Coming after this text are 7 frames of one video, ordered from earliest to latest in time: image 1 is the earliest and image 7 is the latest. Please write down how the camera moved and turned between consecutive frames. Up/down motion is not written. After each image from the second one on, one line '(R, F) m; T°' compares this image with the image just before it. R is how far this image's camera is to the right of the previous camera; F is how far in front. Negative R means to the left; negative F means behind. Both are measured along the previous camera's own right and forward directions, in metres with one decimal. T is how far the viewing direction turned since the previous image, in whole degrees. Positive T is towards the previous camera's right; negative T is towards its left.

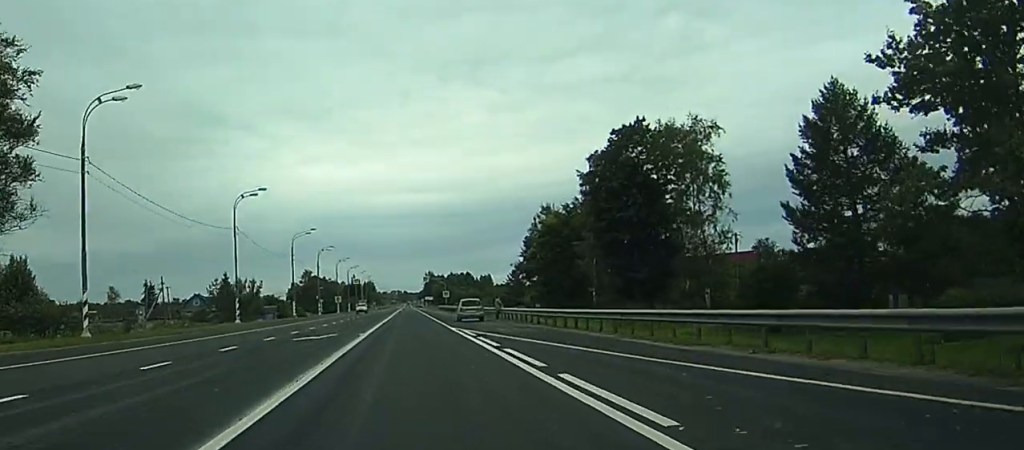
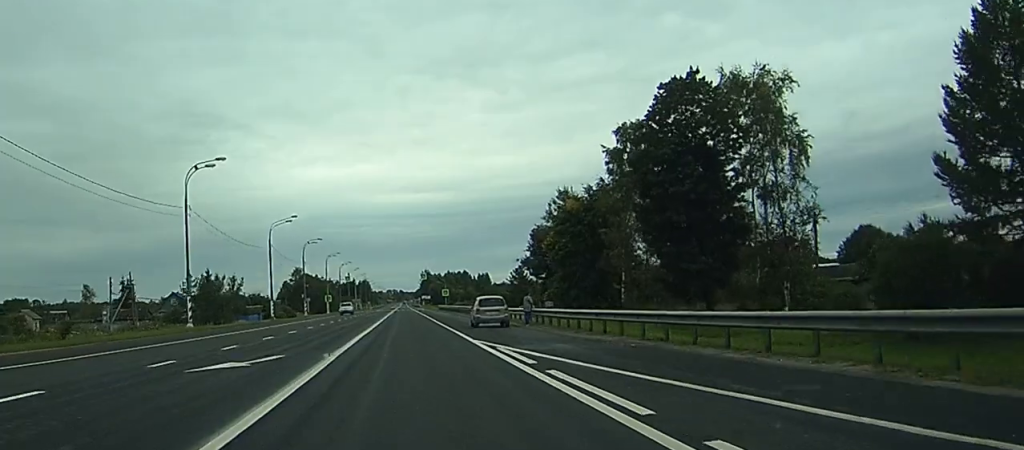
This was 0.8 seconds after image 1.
(-0.1, +15.2) m; 0°
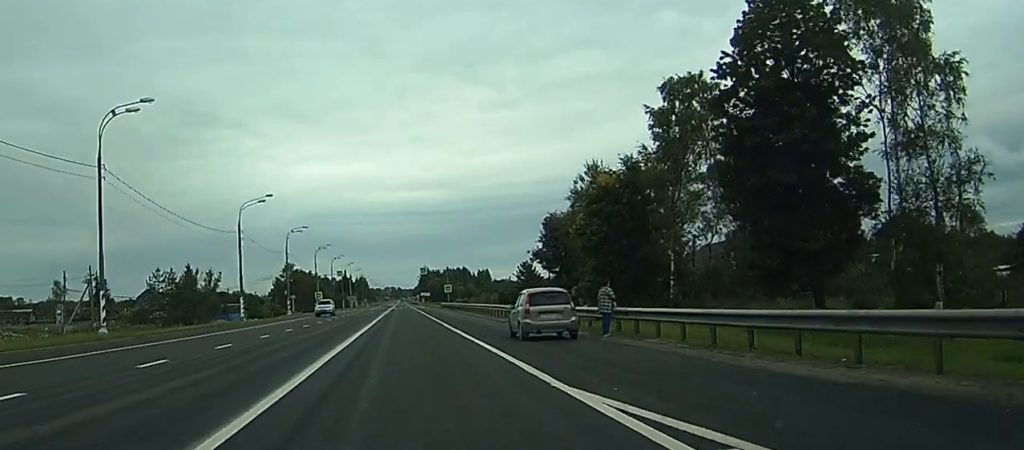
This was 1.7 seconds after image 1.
(-0.1, +16.5) m; 0°
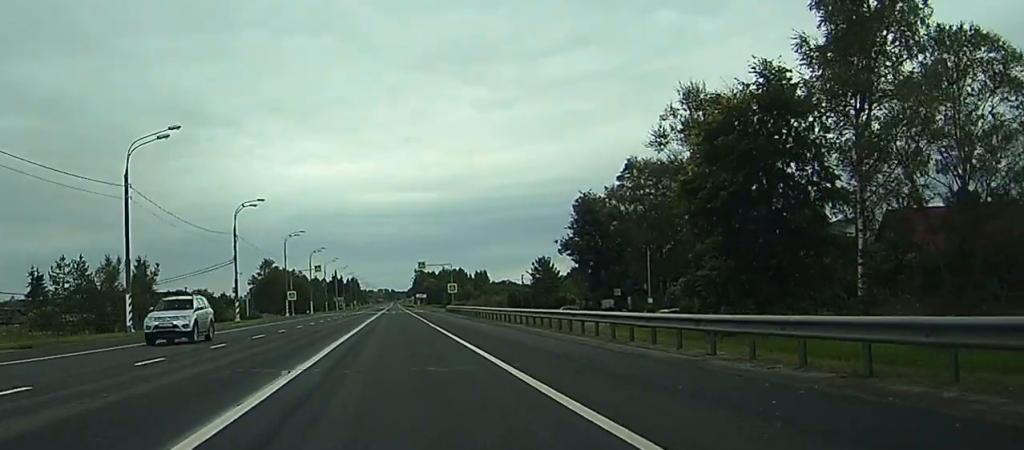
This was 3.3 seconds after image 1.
(+0.3, +30.8) m; +1°
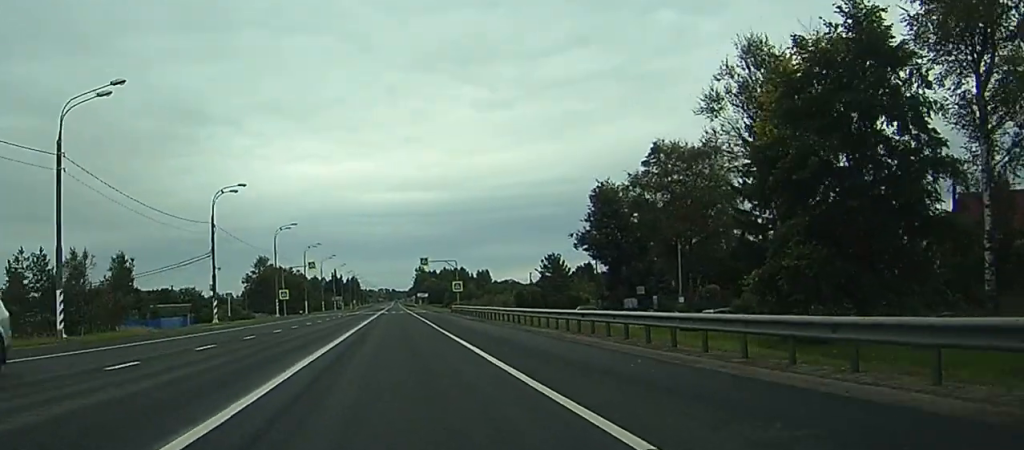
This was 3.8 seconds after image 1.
(0.0, +9.8) m; 0°
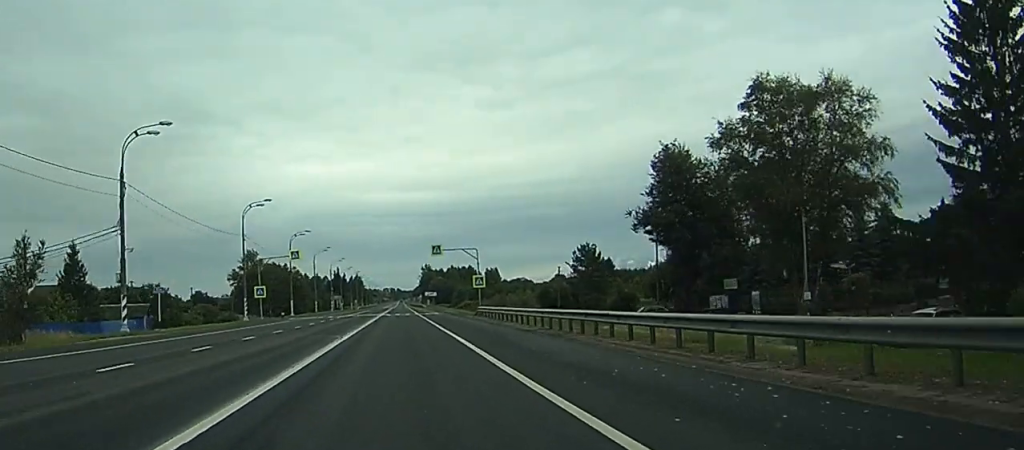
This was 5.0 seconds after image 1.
(-0.2, +24.3) m; 0°
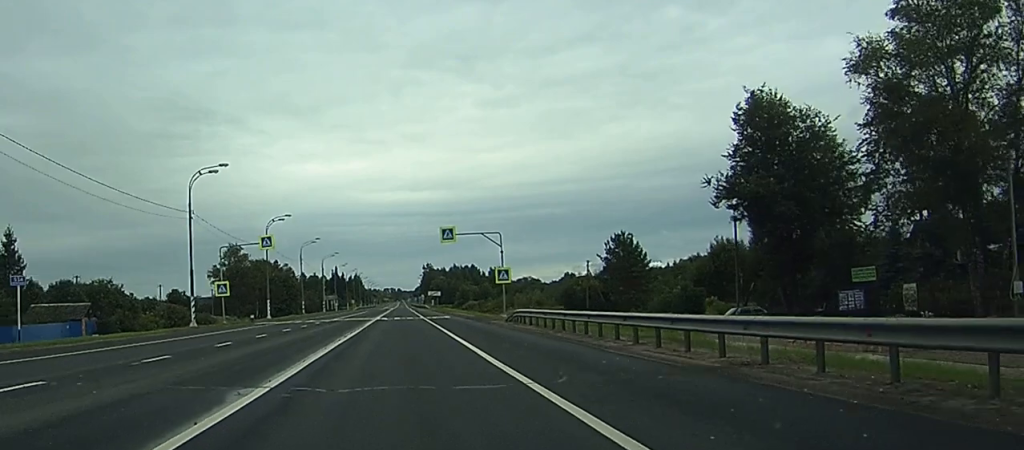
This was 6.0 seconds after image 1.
(0.0, +20.6) m; 0°
